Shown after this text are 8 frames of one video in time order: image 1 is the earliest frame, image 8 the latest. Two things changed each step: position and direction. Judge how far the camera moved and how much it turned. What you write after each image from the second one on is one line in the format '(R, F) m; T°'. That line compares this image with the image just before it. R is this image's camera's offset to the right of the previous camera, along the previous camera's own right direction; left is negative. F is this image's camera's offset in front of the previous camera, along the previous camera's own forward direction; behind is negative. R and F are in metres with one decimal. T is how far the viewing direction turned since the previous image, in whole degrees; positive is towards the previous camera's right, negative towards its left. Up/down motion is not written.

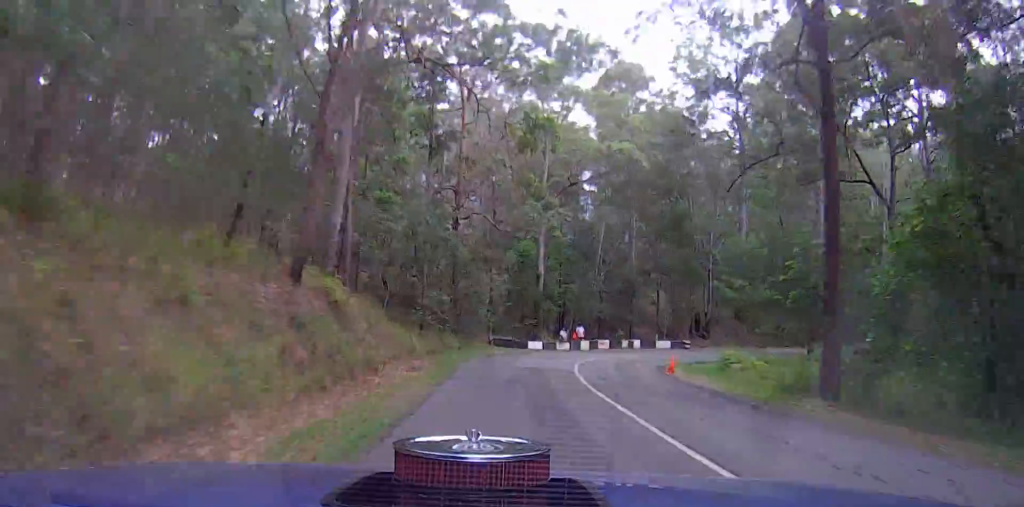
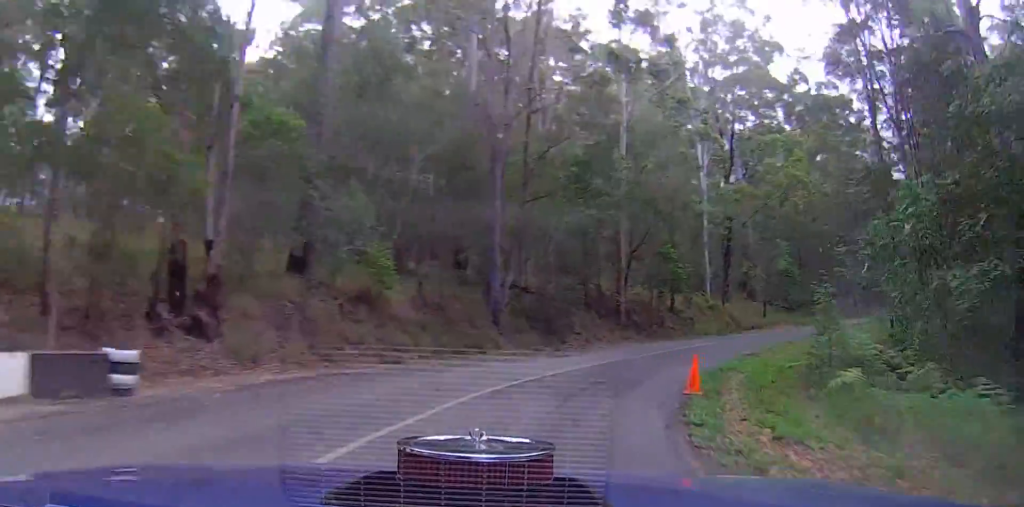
(+13.8, +34.2) m; +51°
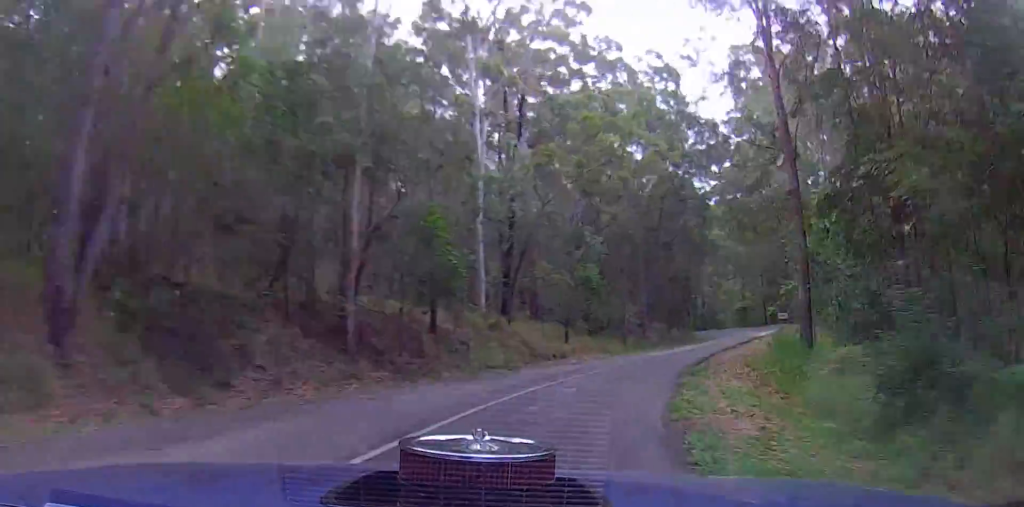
(+1.3, +12.5) m; +14°
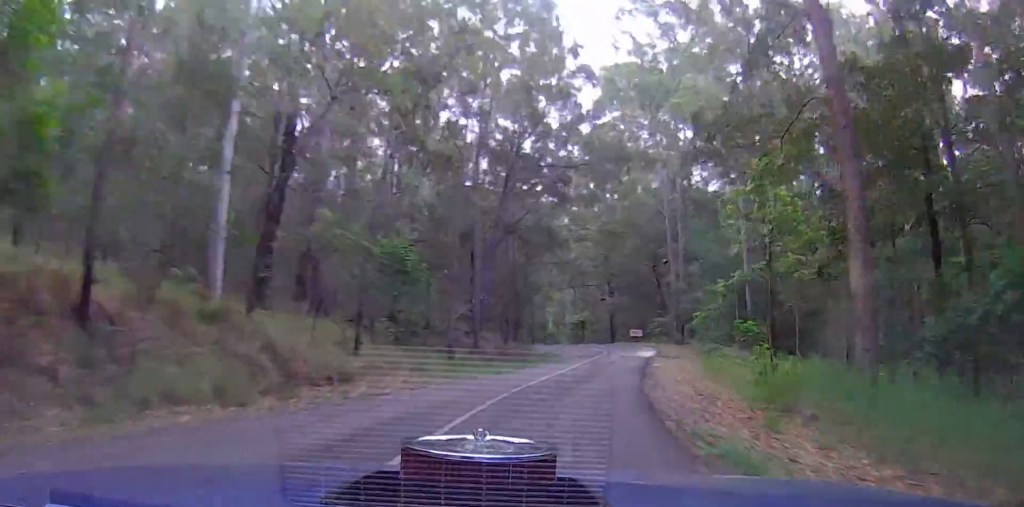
(+1.6, +12.9) m; +5°
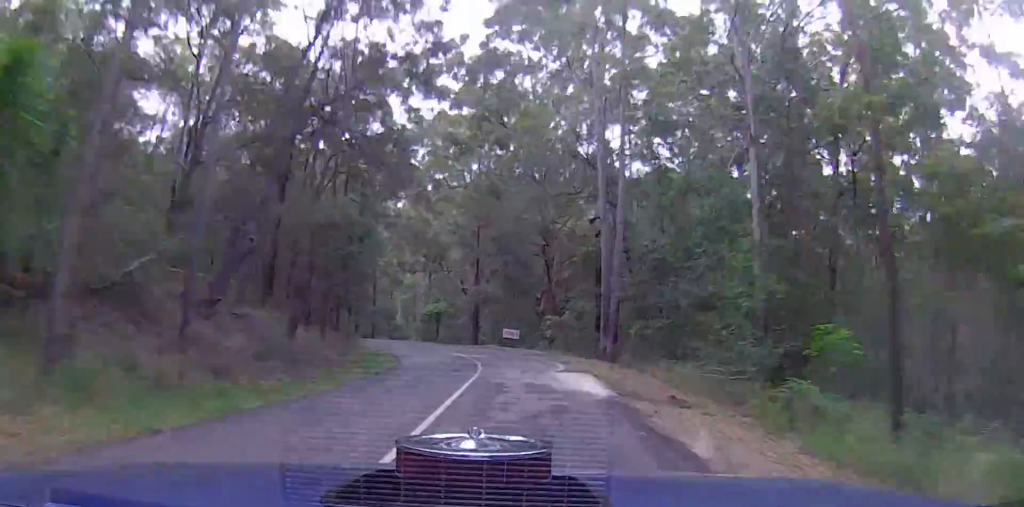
(+0.6, +17.4) m; +2°
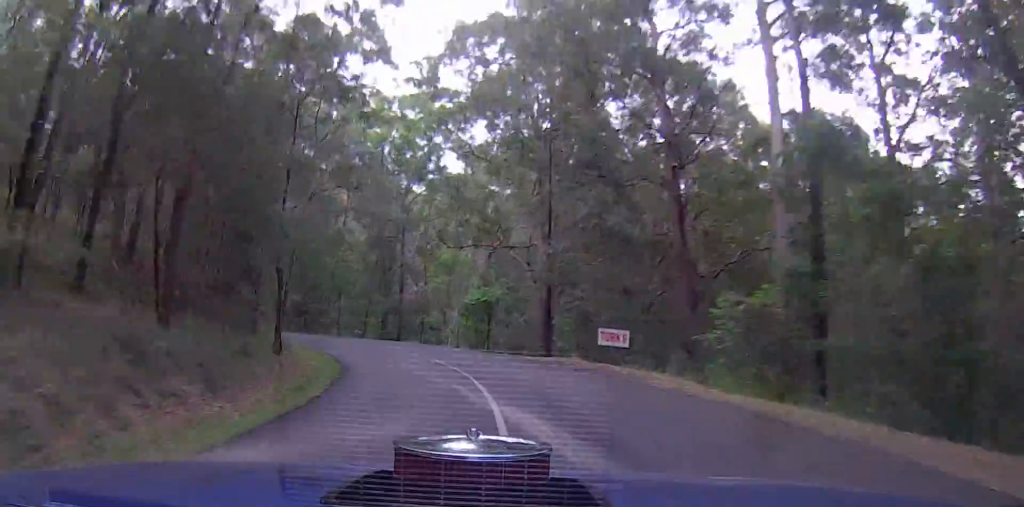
(0.0, +22.2) m; -3°
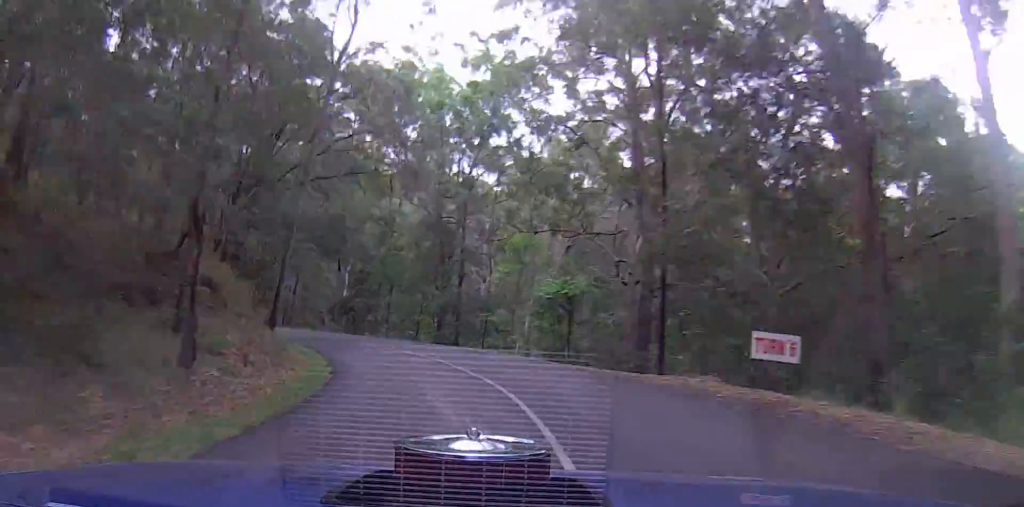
(+0.5, +9.8) m; -2°
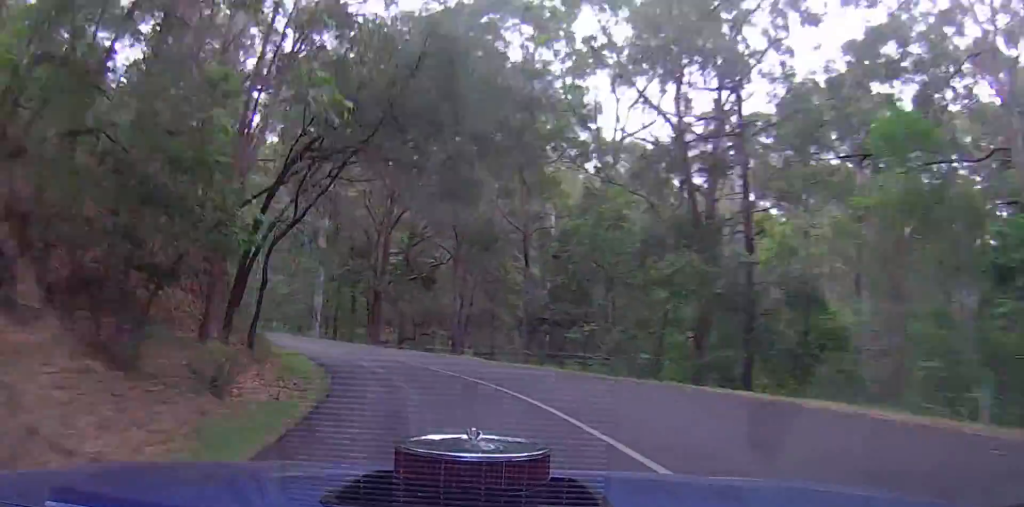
(-1.8, +22.2) m; -9°
